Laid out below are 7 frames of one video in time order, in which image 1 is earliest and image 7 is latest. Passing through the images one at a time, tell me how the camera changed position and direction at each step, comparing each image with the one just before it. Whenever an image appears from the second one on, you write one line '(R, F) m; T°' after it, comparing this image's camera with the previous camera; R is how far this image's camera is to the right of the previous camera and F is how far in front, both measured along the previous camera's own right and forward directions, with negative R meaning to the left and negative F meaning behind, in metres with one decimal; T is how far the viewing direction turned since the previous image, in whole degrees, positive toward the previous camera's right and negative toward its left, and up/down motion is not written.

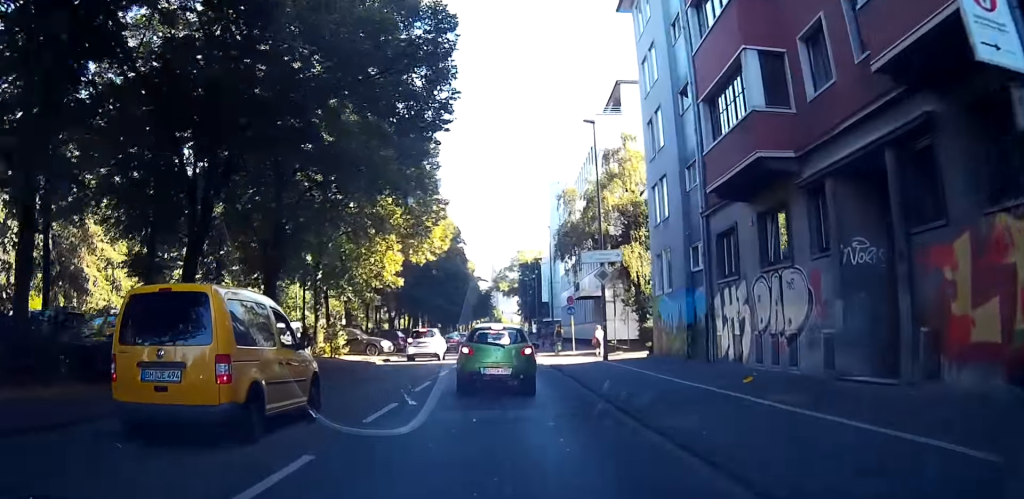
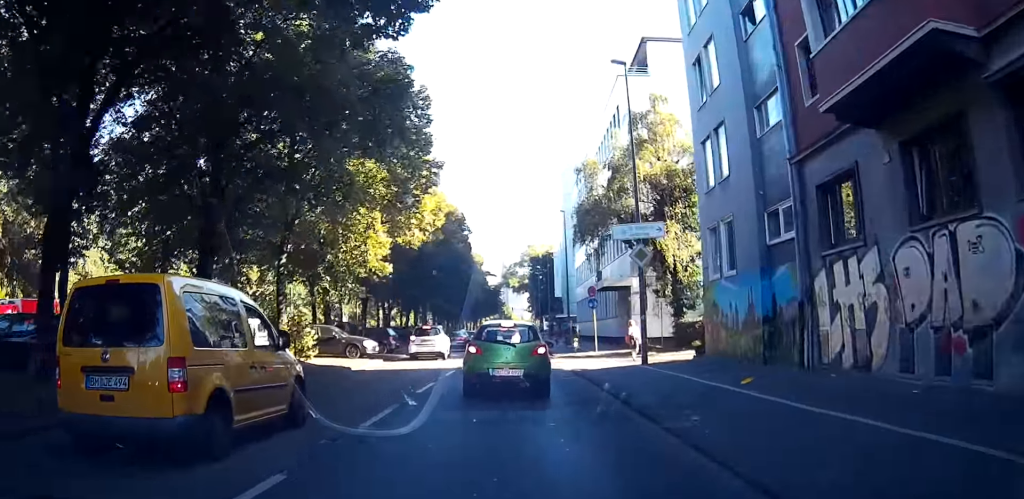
(+0.2, +5.2) m; 0°
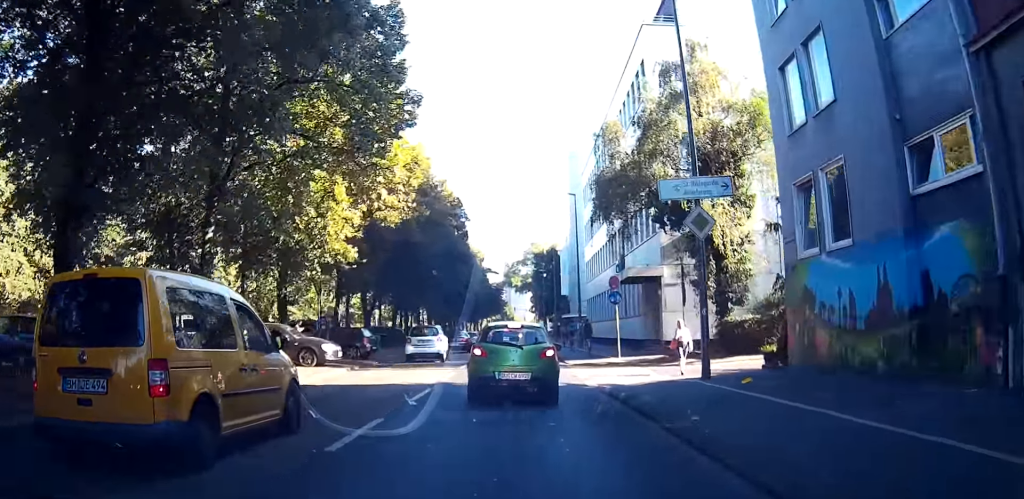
(0.0, +6.3) m; -1°
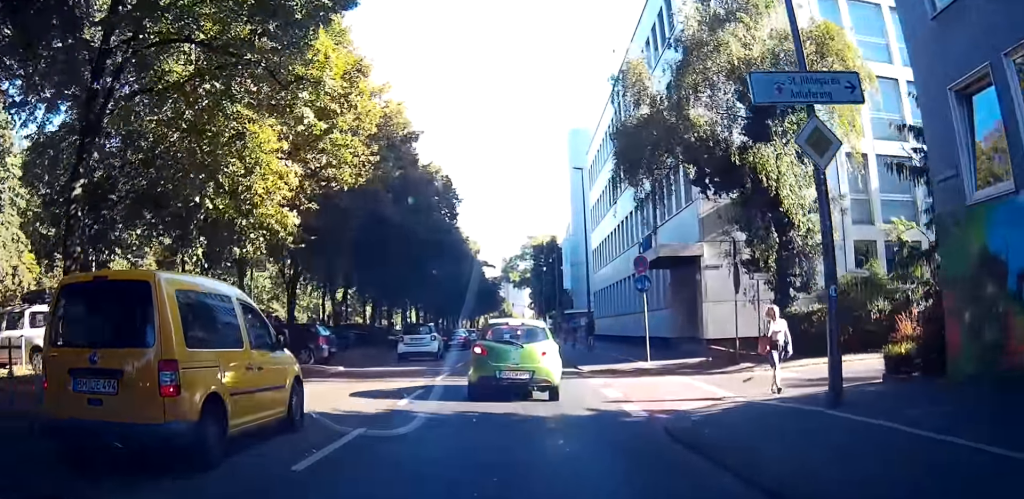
(-0.1, +6.1) m; -1°
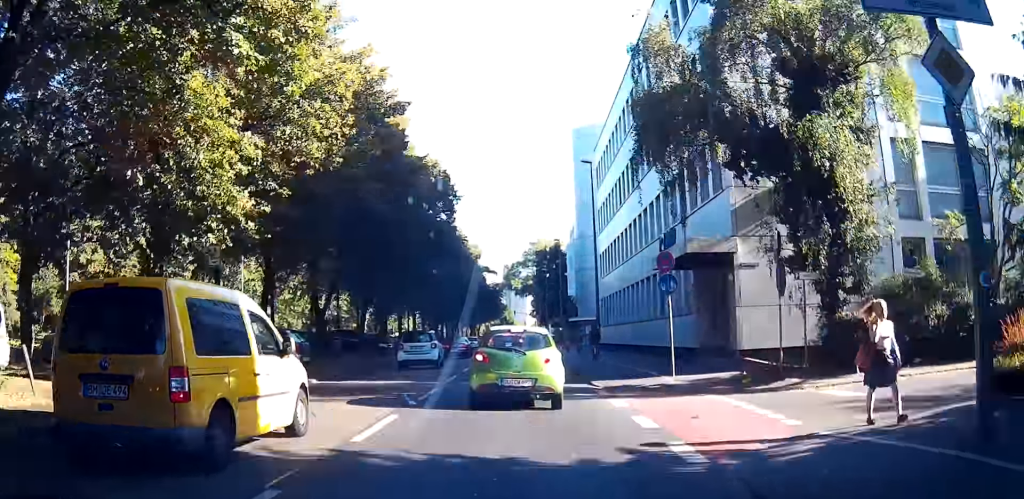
(0.0, +2.9) m; -1°
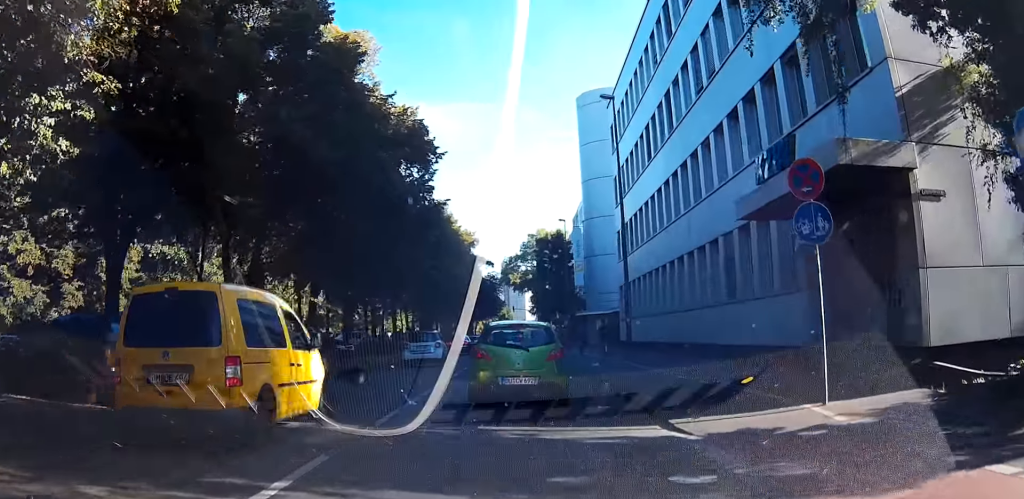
(-0.4, +8.3) m; -4°
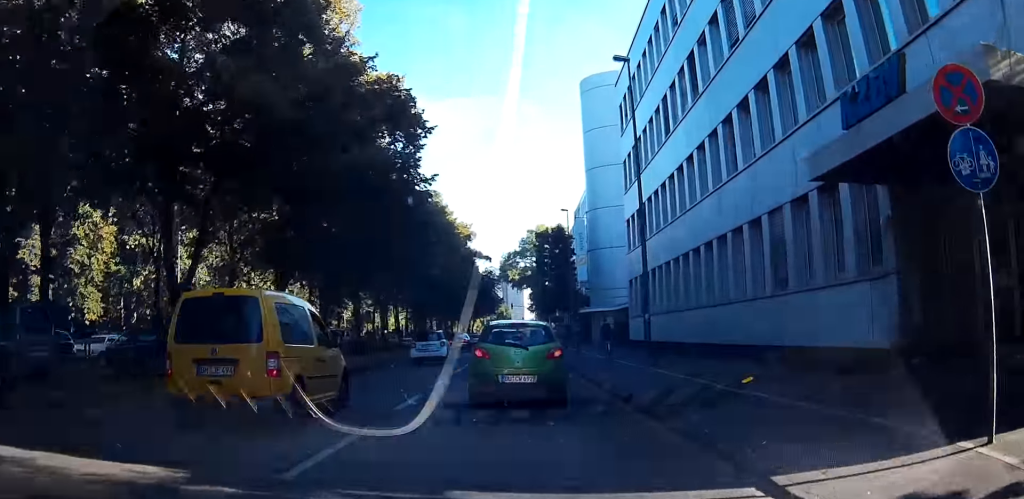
(-0.1, +4.2) m; +1°
